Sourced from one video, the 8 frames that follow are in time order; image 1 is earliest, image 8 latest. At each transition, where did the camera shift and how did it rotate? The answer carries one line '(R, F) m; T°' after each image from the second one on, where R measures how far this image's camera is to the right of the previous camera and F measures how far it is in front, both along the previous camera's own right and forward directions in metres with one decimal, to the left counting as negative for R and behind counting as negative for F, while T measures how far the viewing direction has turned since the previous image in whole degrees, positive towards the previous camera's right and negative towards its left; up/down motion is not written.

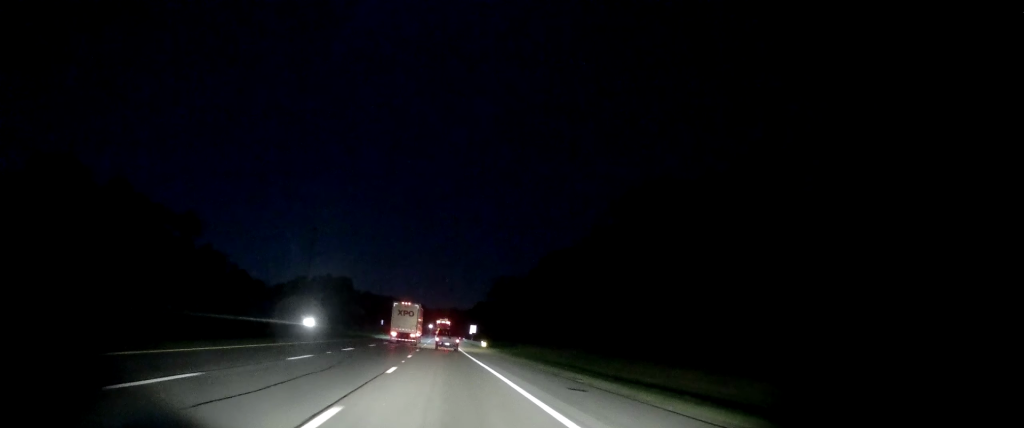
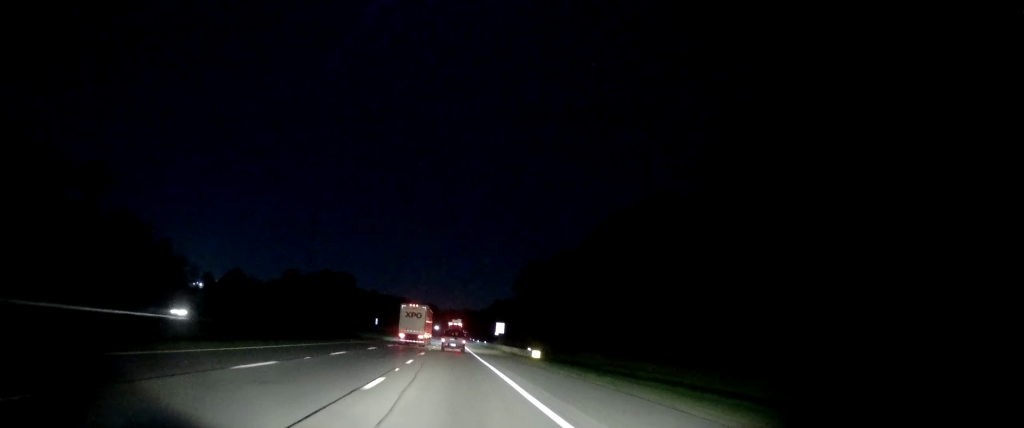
(-0.1, +42.7) m; -1°
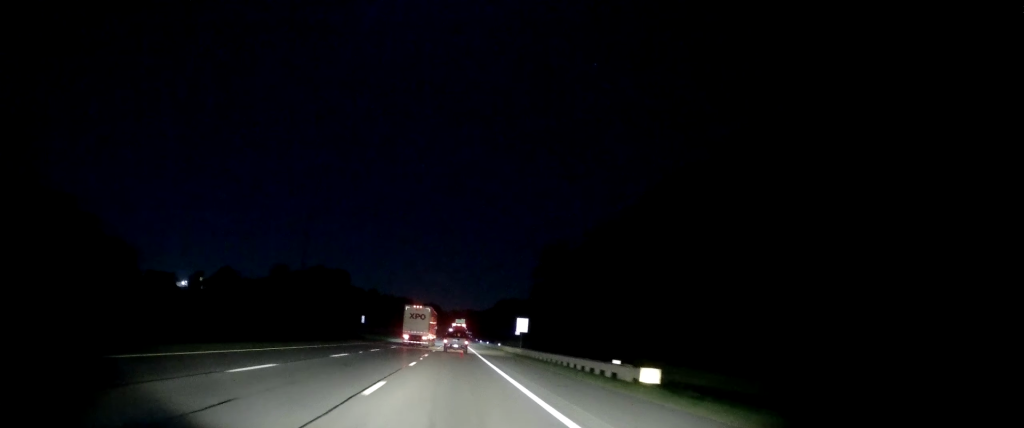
(-0.3, +25.4) m; -1°
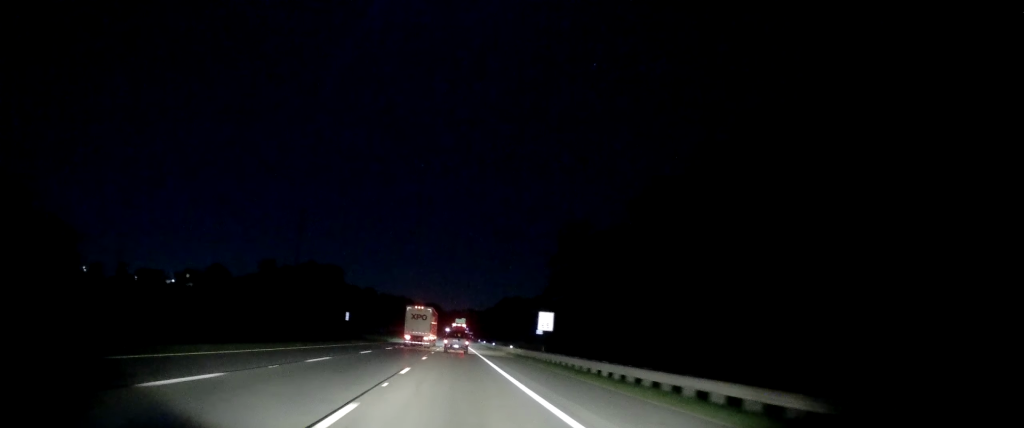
(-0.2, +16.9) m; -1°
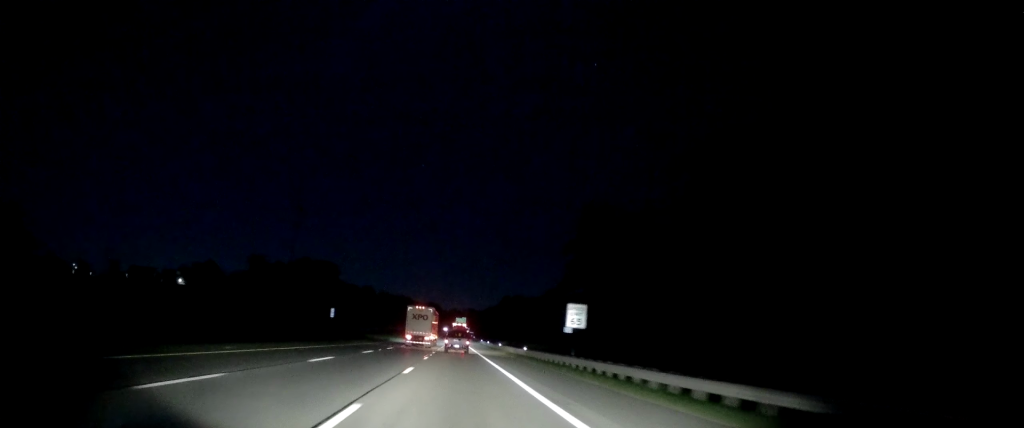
(0.0, +12.2) m; 0°
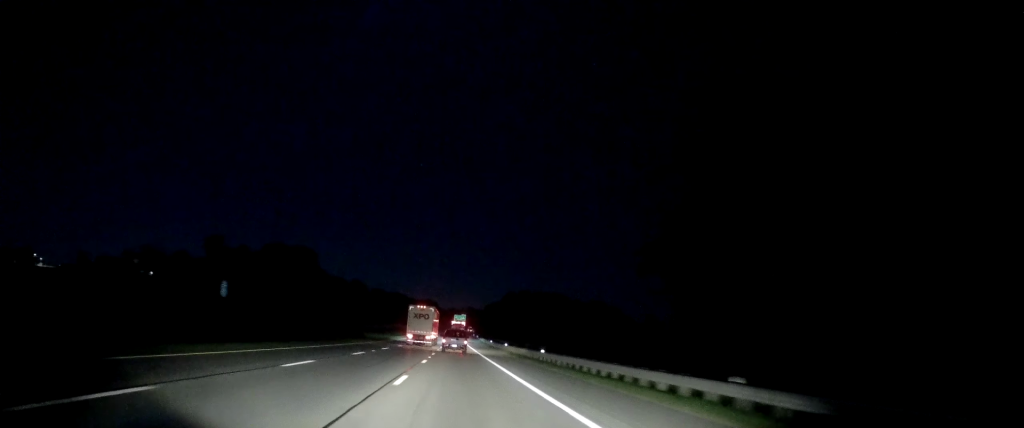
(-0.2, +40.6) m; +1°
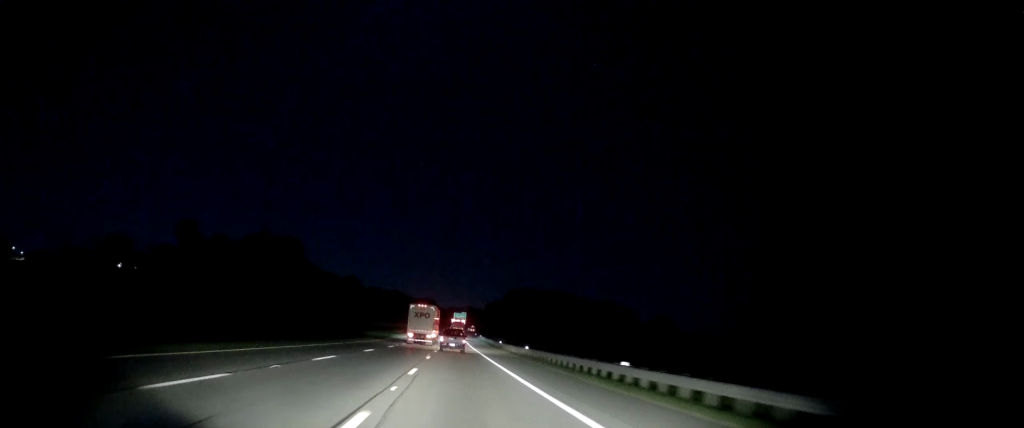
(+0.2, +20.9) m; 0°
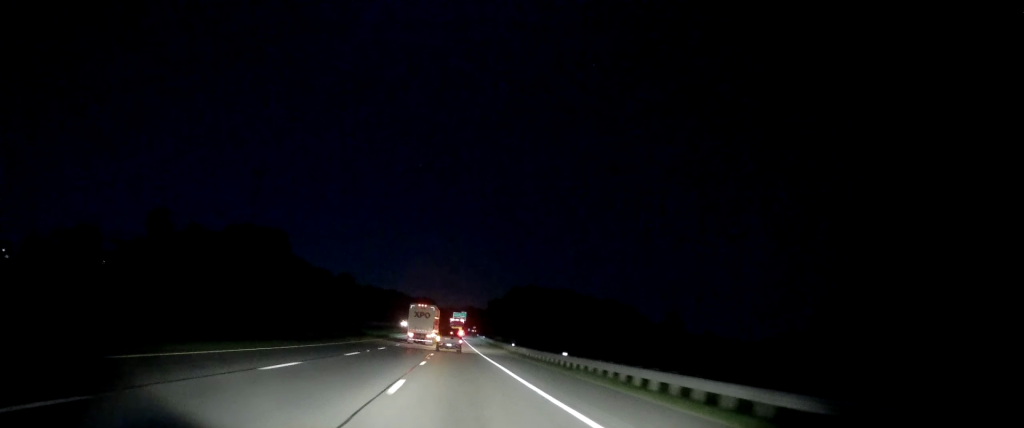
(+0.3, +19.0) m; -1°
